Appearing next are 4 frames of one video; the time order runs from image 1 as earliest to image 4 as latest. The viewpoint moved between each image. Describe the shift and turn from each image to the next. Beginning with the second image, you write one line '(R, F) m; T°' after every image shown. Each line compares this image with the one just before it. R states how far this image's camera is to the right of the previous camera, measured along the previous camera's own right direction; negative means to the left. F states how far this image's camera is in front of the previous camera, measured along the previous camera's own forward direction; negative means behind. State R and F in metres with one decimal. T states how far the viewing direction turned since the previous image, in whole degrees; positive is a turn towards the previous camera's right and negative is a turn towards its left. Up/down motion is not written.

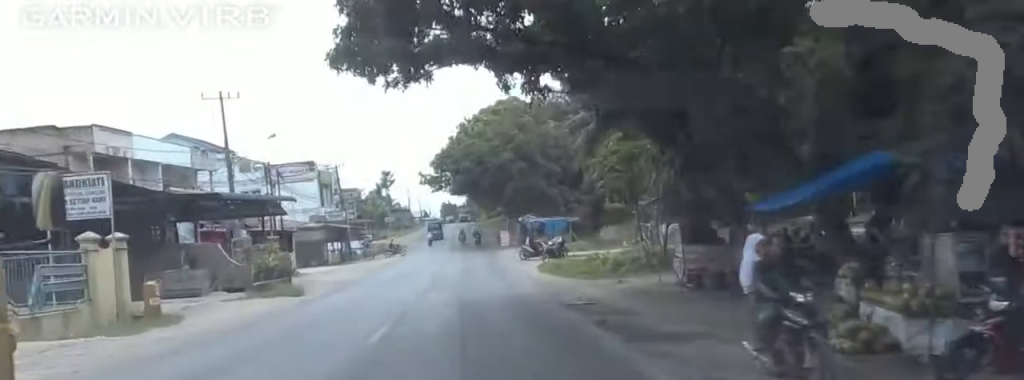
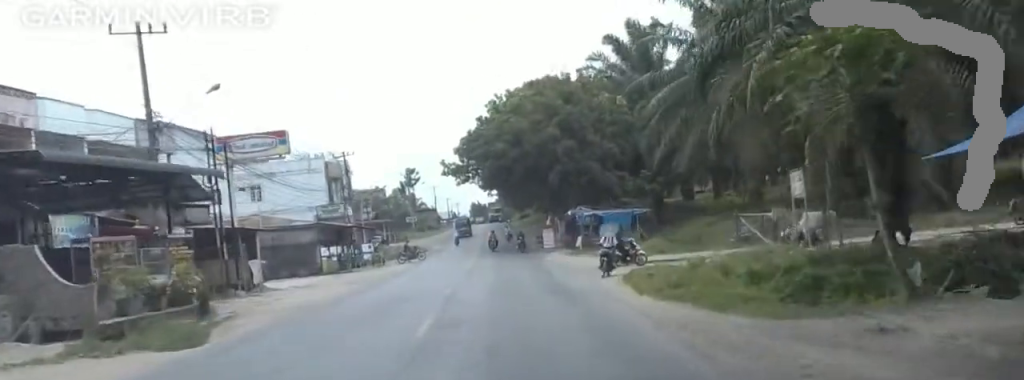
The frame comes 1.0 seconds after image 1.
(0.0, +14.4) m; 0°
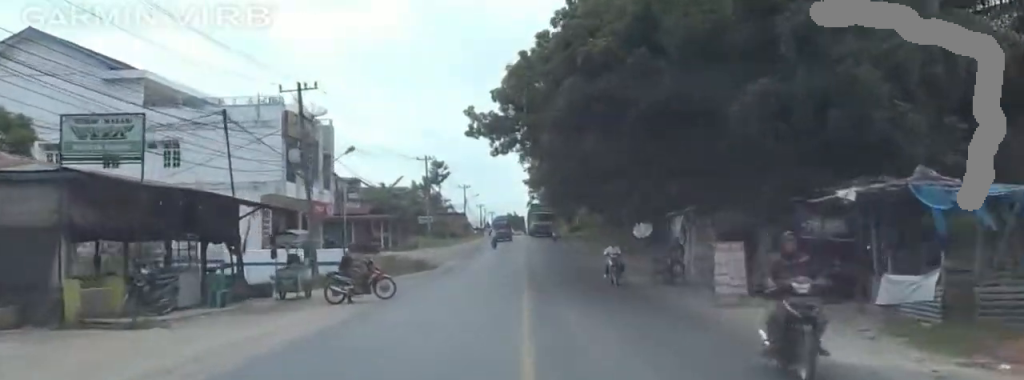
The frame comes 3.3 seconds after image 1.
(0.0, +34.4) m; 0°
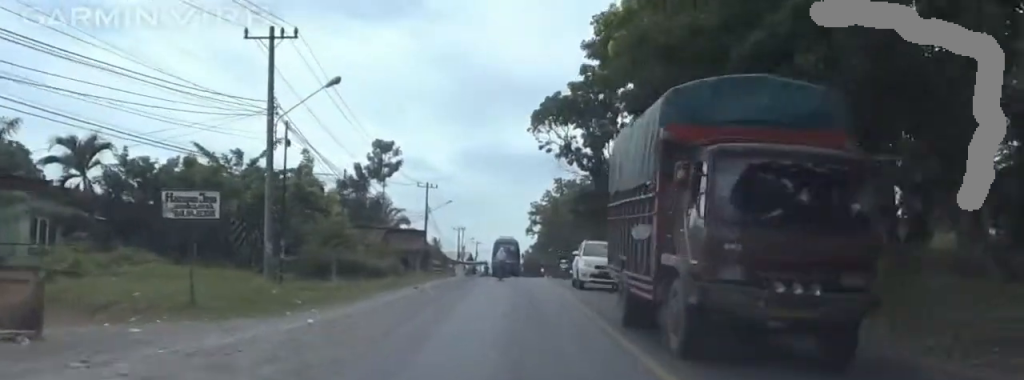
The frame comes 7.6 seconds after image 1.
(-3.0, +66.1) m; 0°
